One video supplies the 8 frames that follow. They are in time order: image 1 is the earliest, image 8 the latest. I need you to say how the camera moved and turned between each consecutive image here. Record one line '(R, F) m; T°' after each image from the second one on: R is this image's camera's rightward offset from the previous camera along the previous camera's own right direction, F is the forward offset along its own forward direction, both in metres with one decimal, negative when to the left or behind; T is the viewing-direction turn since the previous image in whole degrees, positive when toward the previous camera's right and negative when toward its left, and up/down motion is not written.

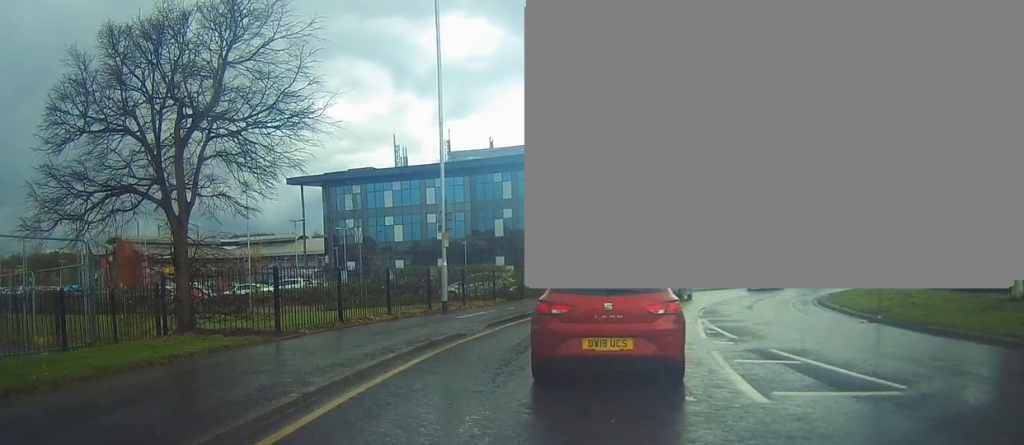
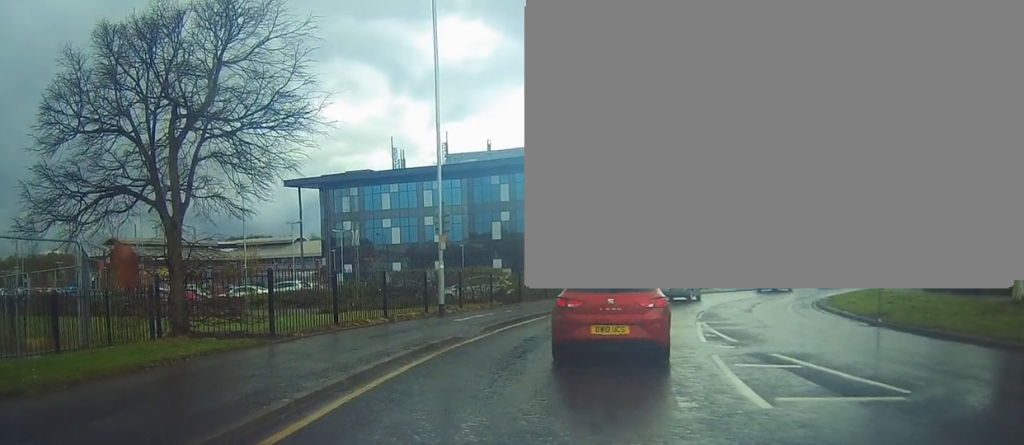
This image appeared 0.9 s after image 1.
(-0.2, +0.2) m; 0°
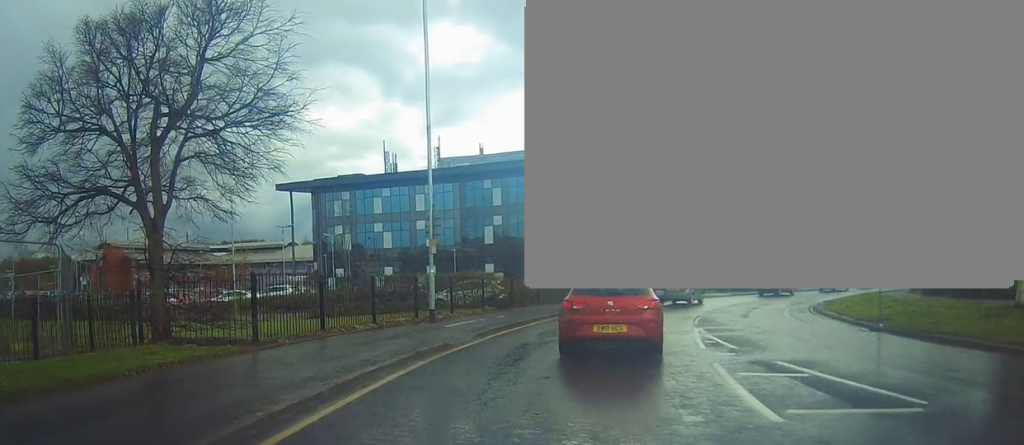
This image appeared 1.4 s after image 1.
(+0.2, +0.4) m; +1°
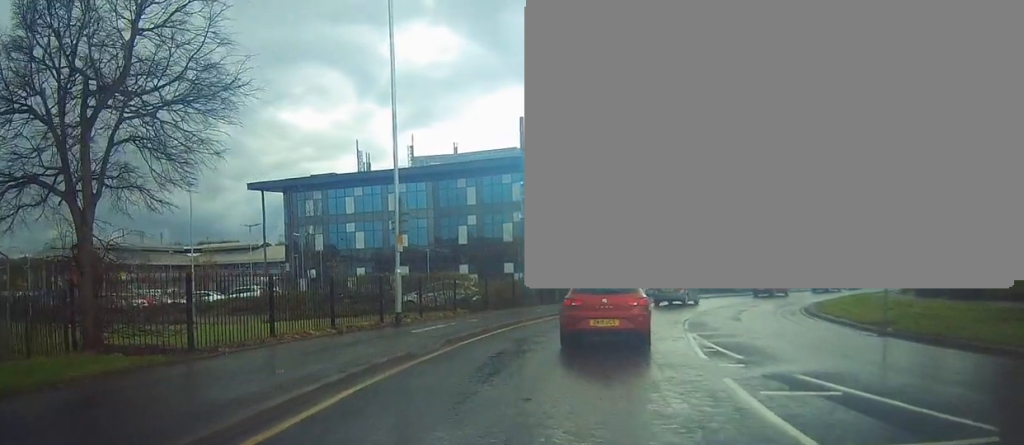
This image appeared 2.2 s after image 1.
(+0.1, +1.1) m; +1°
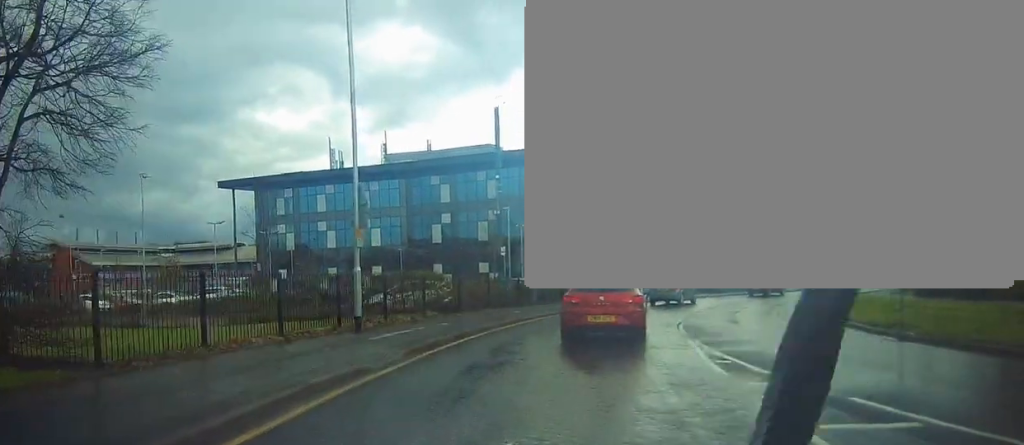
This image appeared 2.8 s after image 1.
(-0.3, +1.5) m; +1°
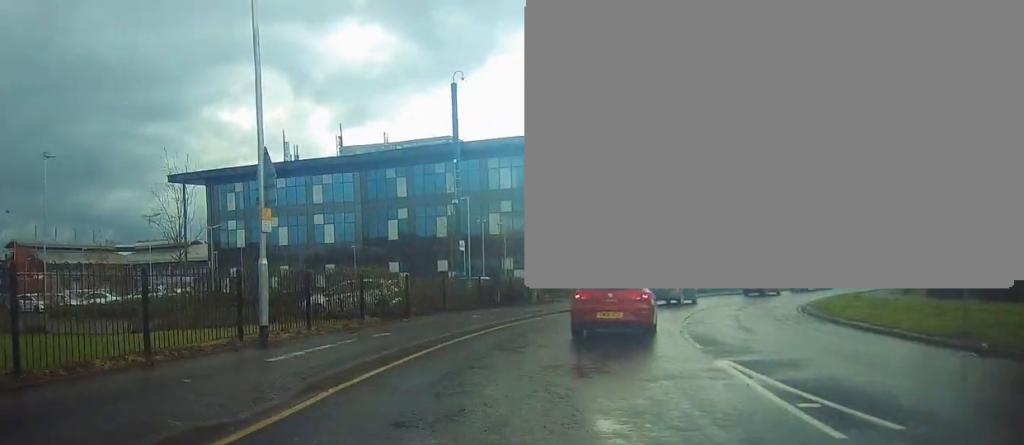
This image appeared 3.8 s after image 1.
(+0.4, +3.5) m; +4°
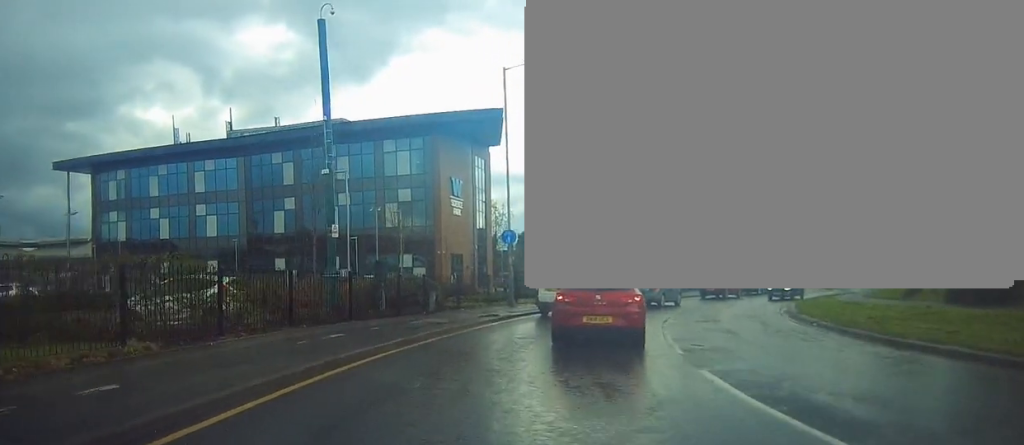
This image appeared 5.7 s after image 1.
(0.0, +7.5) m; +2°
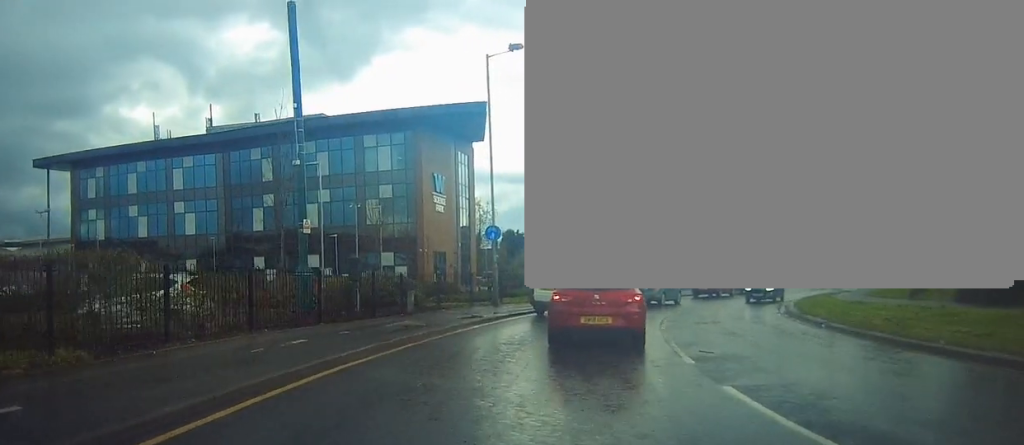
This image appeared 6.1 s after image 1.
(0.0, +1.5) m; +2°
